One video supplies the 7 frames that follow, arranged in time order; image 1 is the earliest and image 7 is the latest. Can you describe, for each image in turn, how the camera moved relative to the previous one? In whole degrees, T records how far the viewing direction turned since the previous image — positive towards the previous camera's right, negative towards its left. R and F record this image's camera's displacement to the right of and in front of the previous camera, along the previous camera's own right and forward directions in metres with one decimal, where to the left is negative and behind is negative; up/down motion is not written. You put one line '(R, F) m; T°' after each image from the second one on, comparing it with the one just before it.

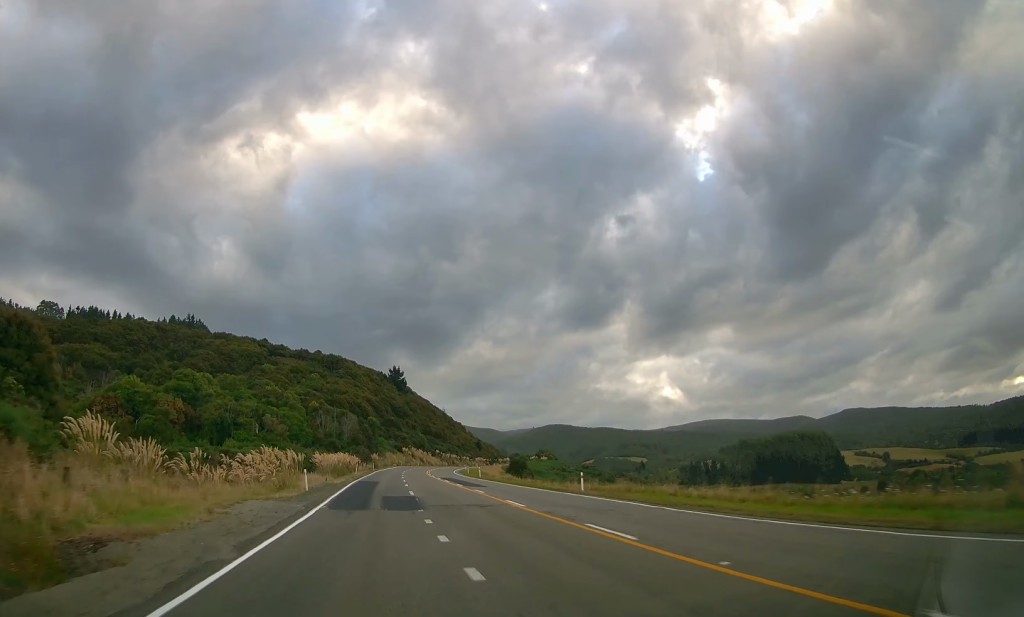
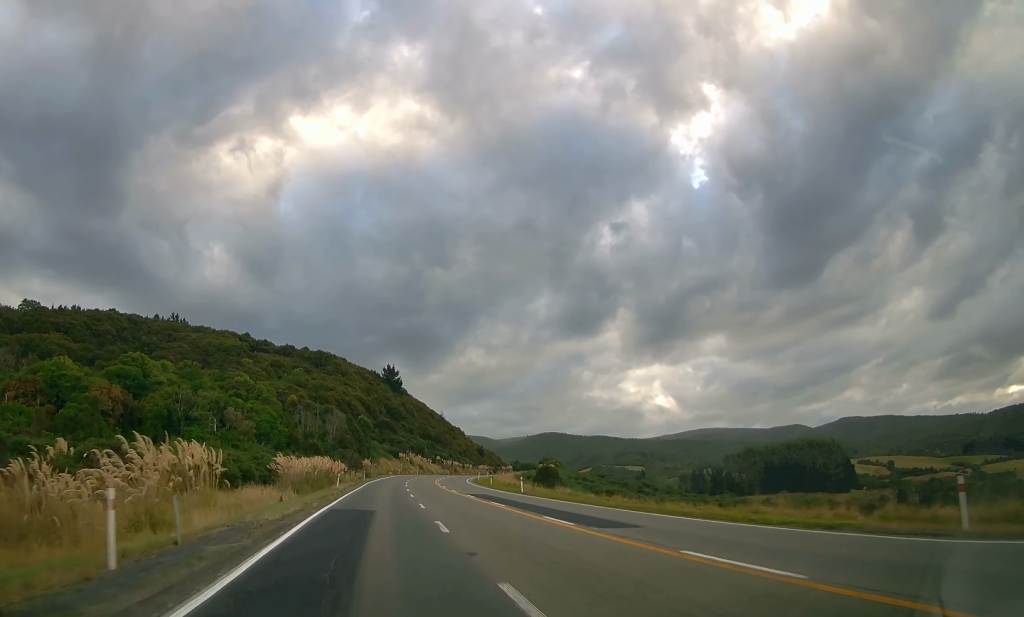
(+0.3, +23.9) m; +1°
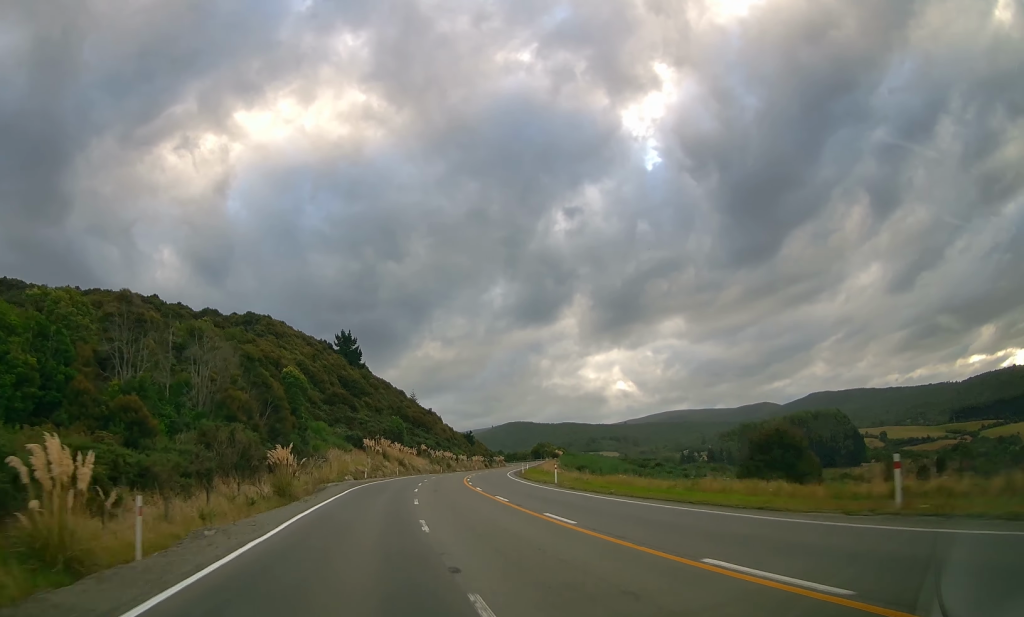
(+0.8, +60.0) m; +3°
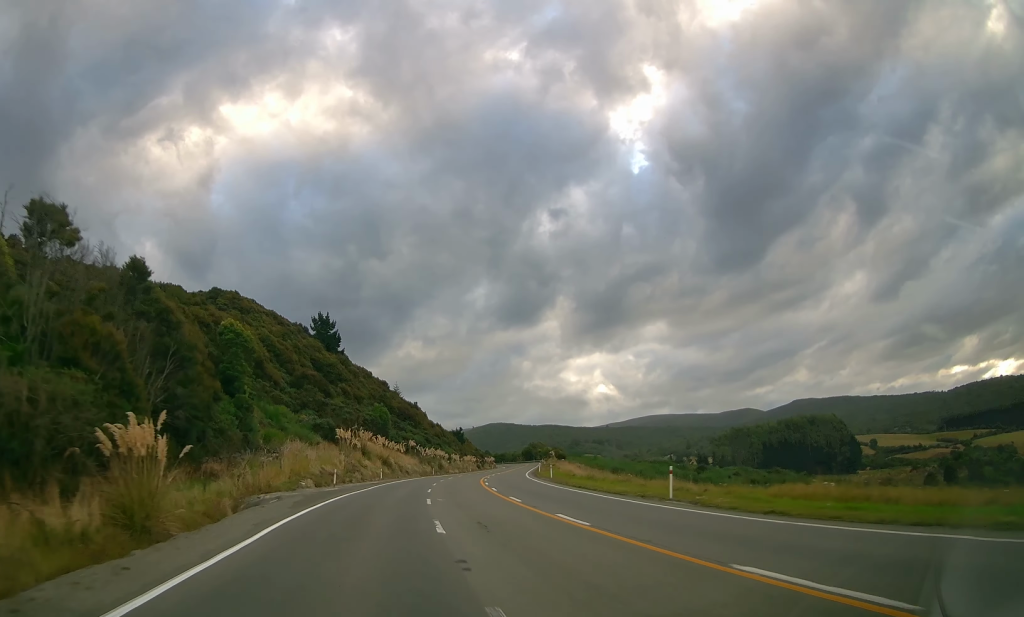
(+0.5, +20.0) m; +2°
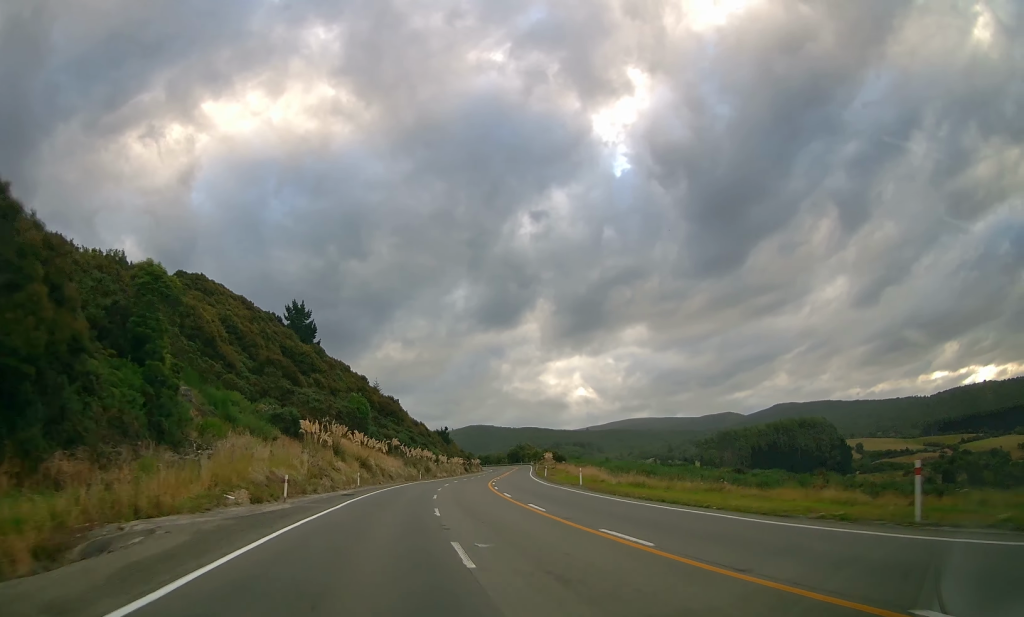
(+0.1, +13.4) m; +1°
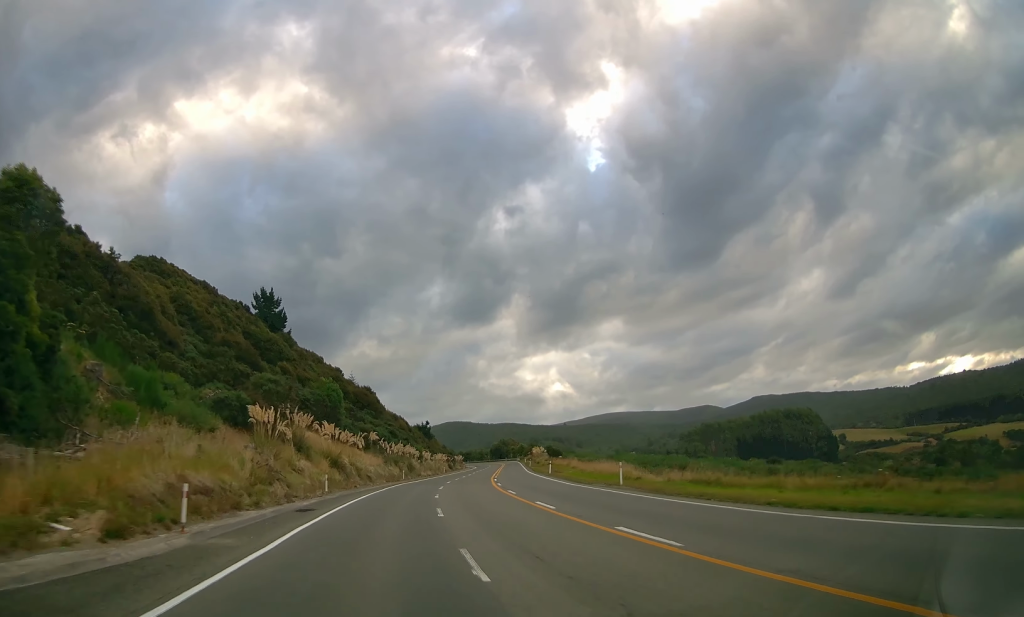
(+0.1, +11.0) m; +1°
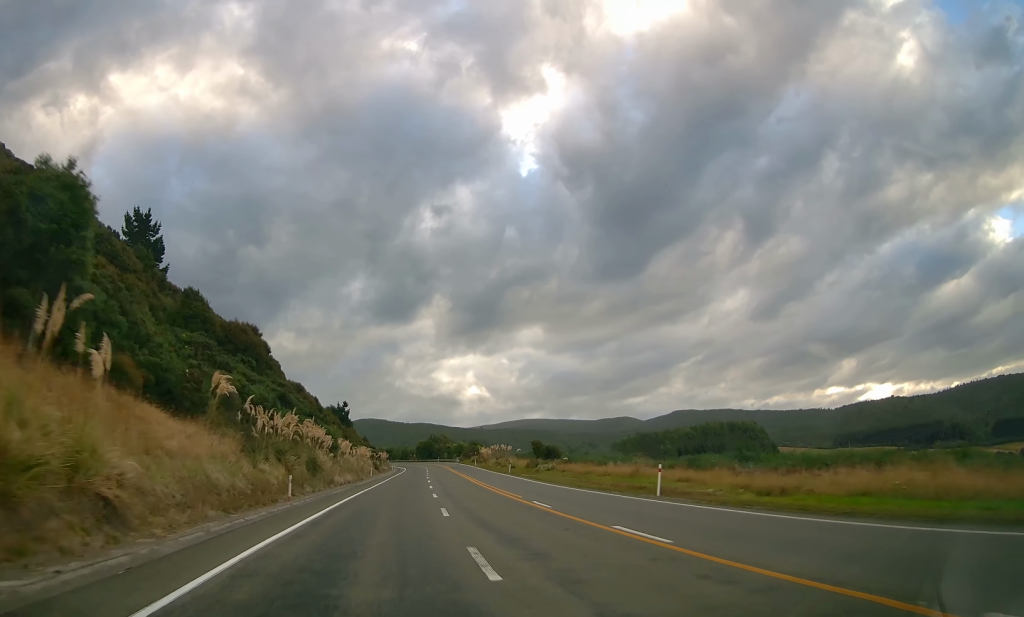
(+1.3, +39.4) m; +6°
